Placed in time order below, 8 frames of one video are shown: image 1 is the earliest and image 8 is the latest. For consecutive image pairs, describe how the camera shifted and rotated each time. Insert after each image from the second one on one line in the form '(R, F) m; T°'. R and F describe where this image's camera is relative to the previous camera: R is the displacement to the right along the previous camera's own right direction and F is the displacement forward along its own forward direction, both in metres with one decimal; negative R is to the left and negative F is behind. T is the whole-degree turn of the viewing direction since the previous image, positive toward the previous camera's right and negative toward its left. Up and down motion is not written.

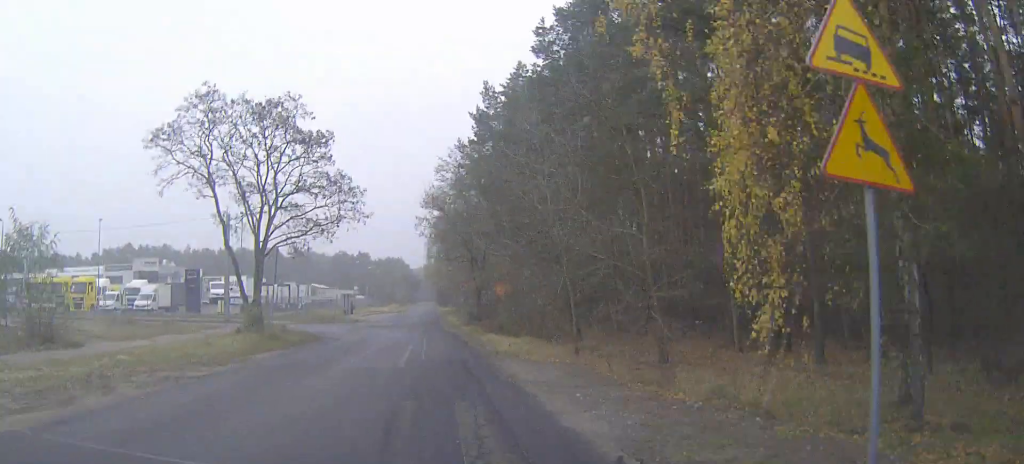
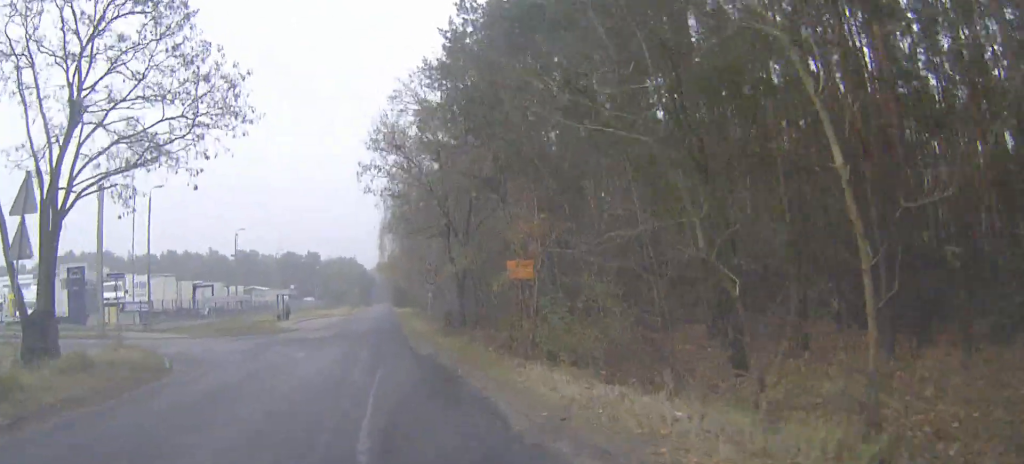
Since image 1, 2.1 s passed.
(+1.3, +18.0) m; +6°
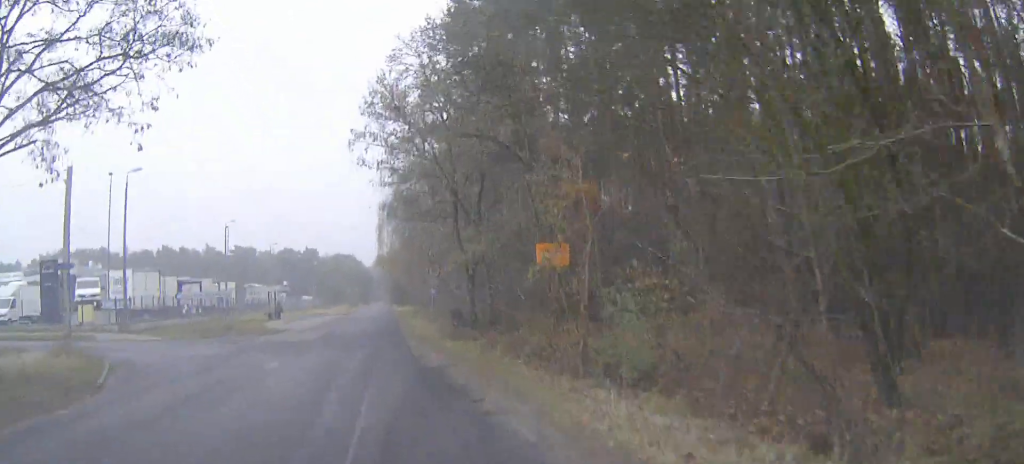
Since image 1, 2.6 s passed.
(+0.1, +4.4) m; 0°
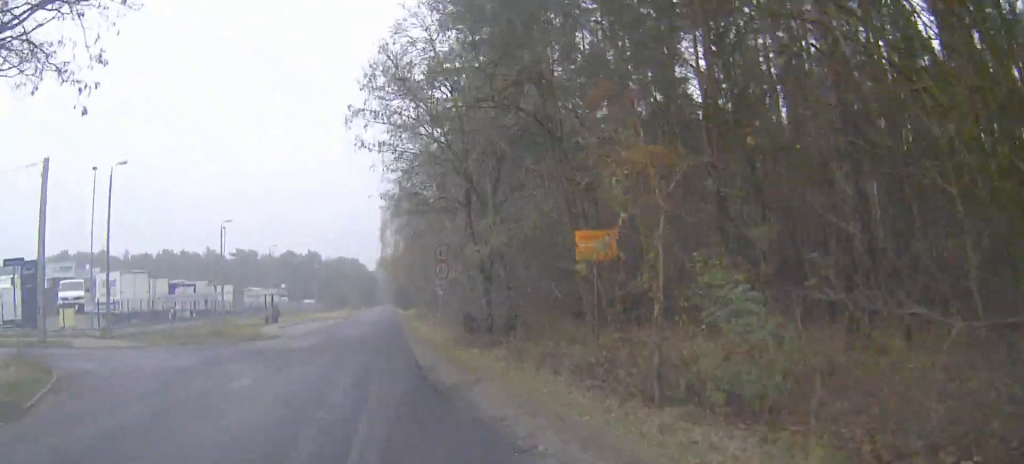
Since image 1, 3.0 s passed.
(0.0, +3.3) m; -1°
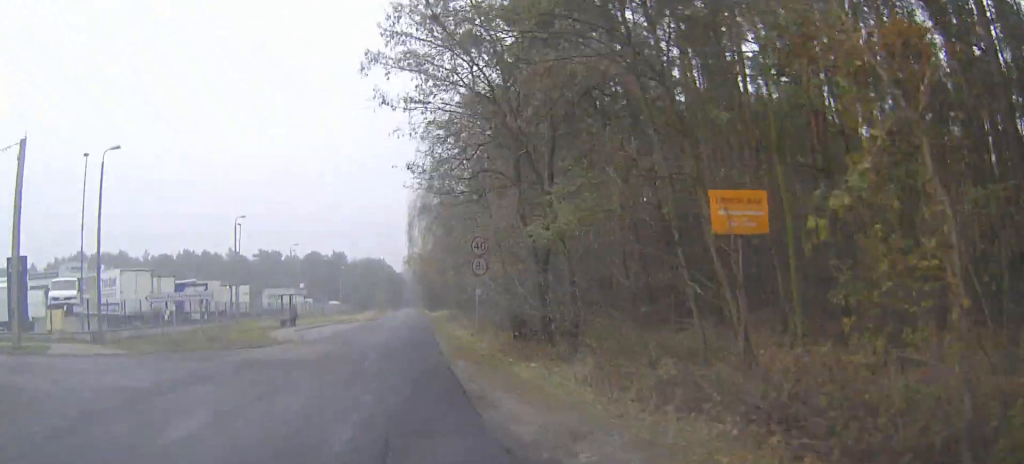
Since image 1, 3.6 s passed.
(-0.1, +4.9) m; -3°
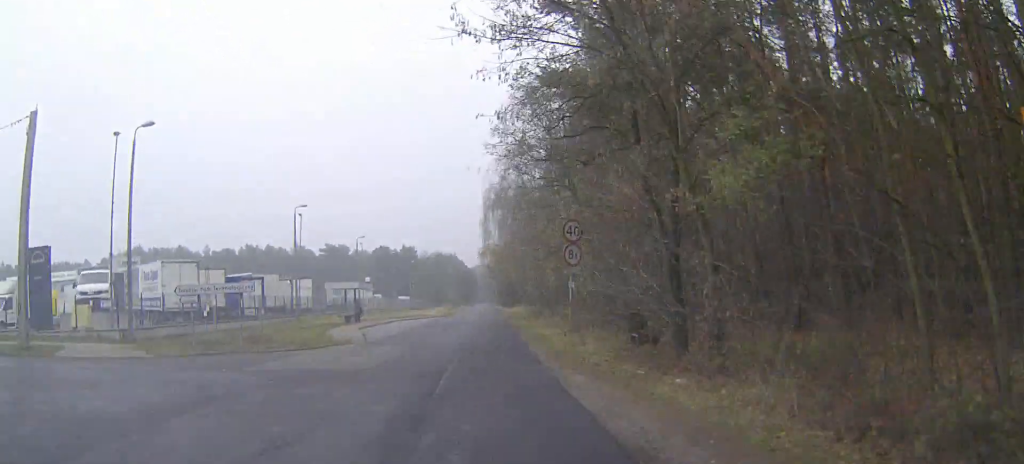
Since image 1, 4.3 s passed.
(-0.2, +4.5) m; -5°
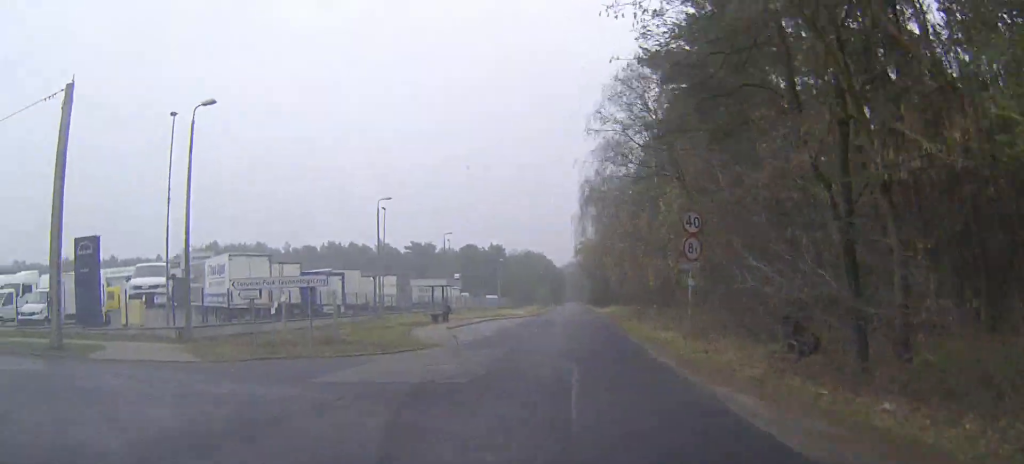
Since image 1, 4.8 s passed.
(+0.1, +3.2) m; -5°
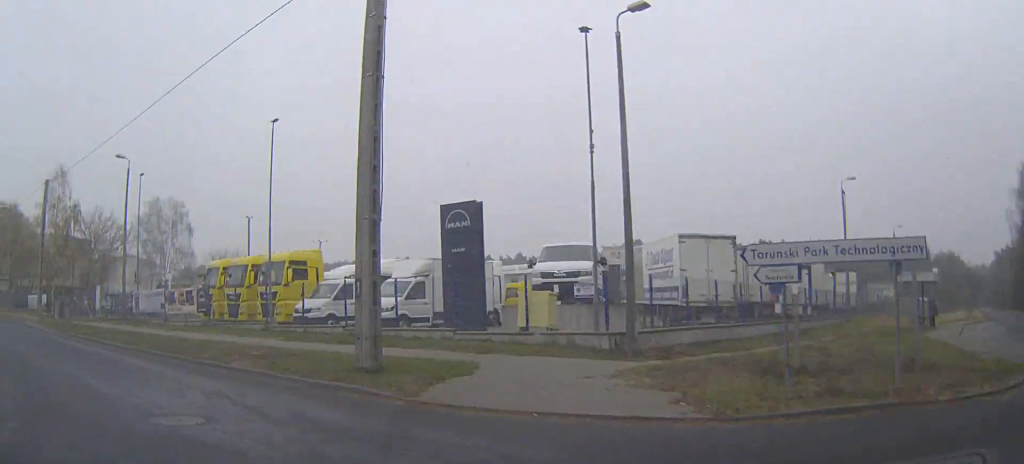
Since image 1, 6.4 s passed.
(-2.7, +9.3) m; -33°
